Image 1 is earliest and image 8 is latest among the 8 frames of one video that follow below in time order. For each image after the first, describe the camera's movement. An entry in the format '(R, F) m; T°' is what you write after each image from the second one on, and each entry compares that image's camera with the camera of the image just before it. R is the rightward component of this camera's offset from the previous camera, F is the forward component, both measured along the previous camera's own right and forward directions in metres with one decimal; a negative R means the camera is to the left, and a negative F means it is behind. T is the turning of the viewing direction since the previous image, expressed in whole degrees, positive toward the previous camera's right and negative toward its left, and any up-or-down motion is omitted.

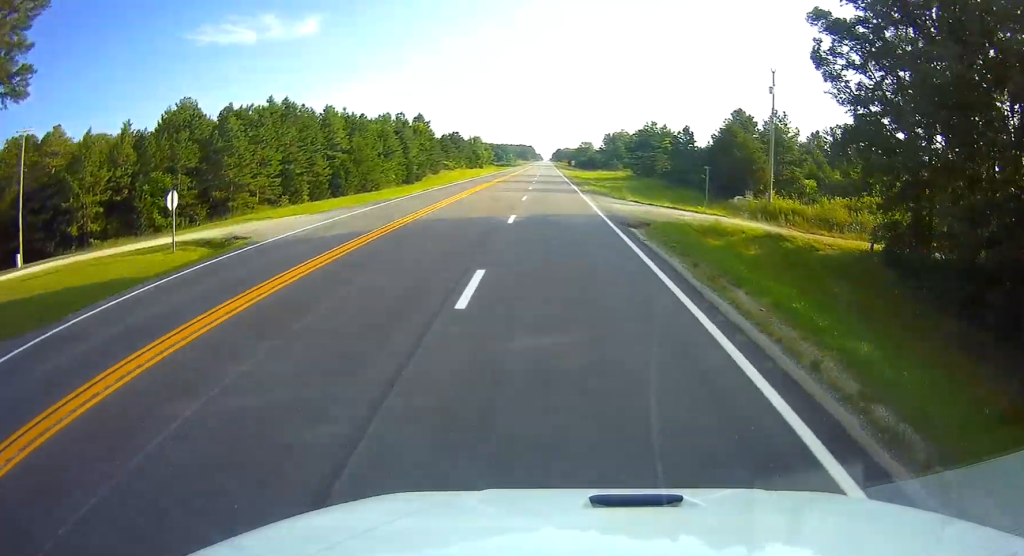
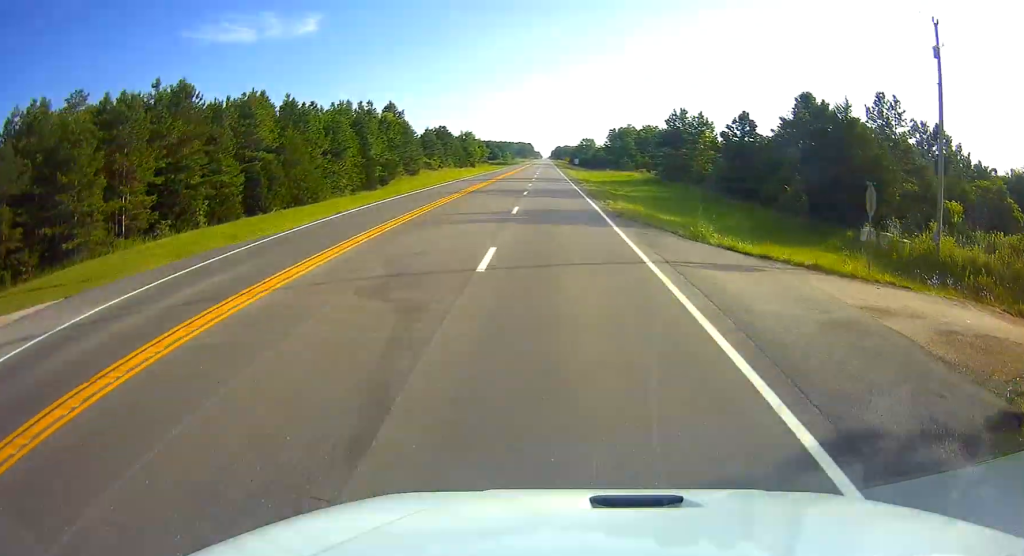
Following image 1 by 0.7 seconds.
(0.0, +21.6) m; 0°
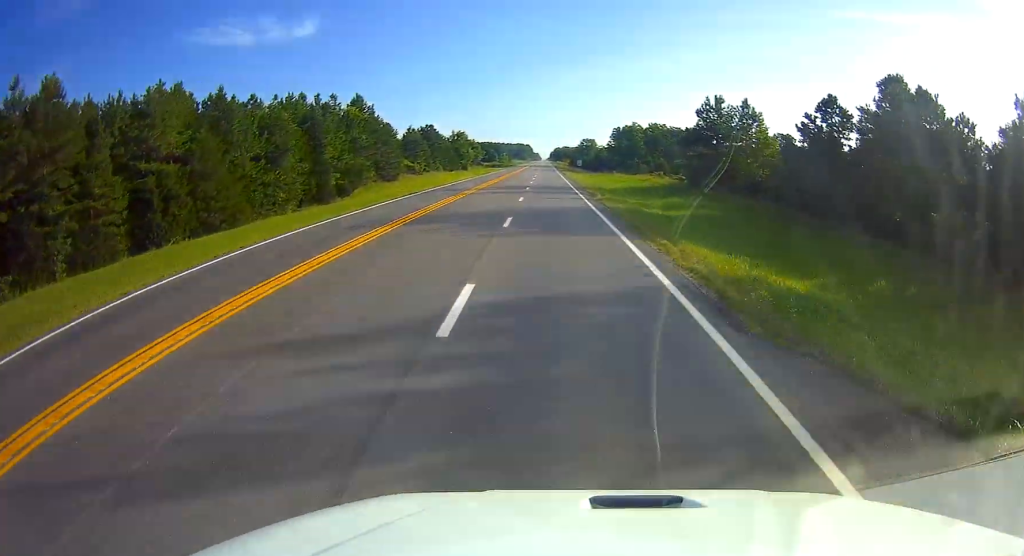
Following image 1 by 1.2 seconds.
(0.0, +16.4) m; 0°
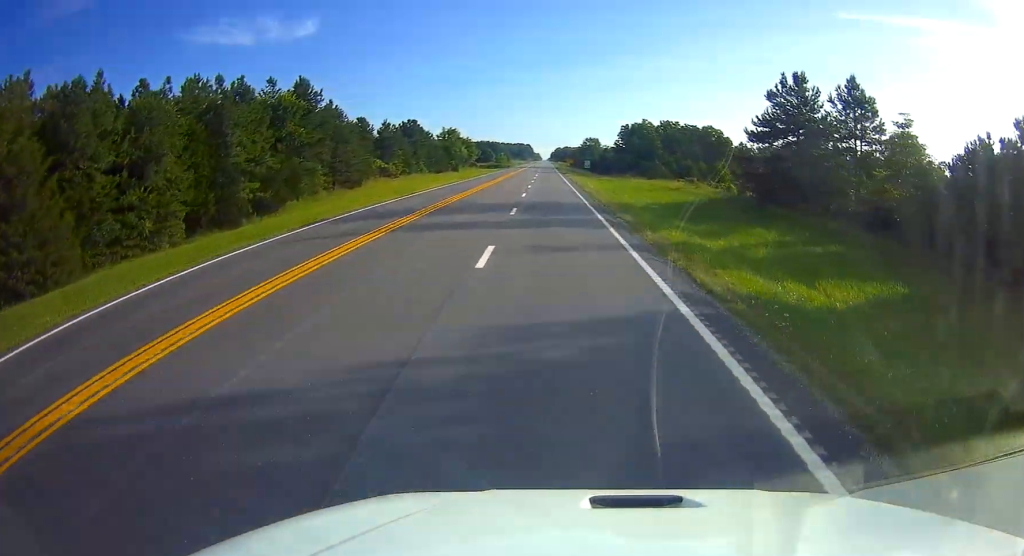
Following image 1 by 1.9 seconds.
(0.0, +19.5) m; 0°
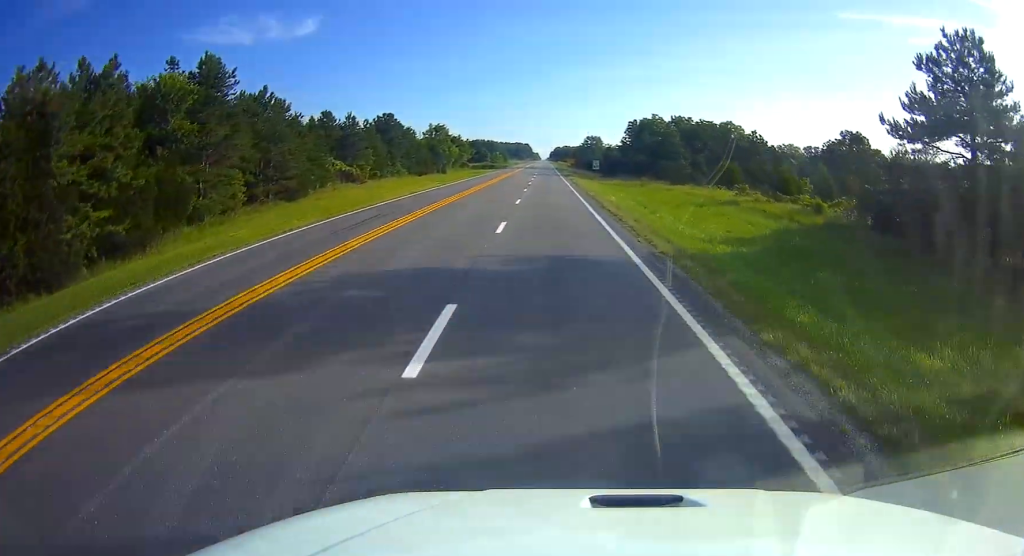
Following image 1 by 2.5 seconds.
(0.0, +18.4) m; 0°
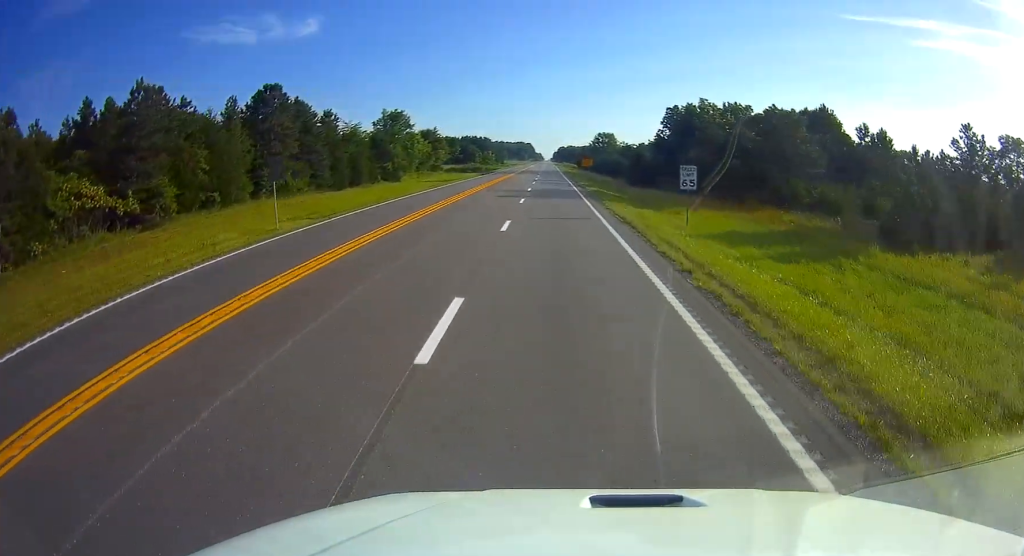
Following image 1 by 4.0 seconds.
(+0.1, +48.0) m; 0°
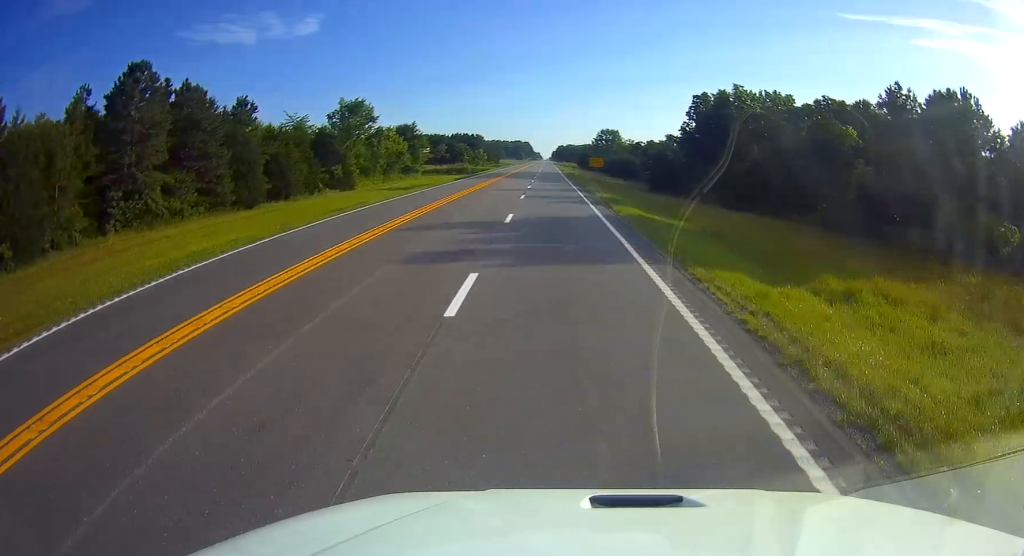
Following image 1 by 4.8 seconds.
(-0.1, +22.6) m; 0°
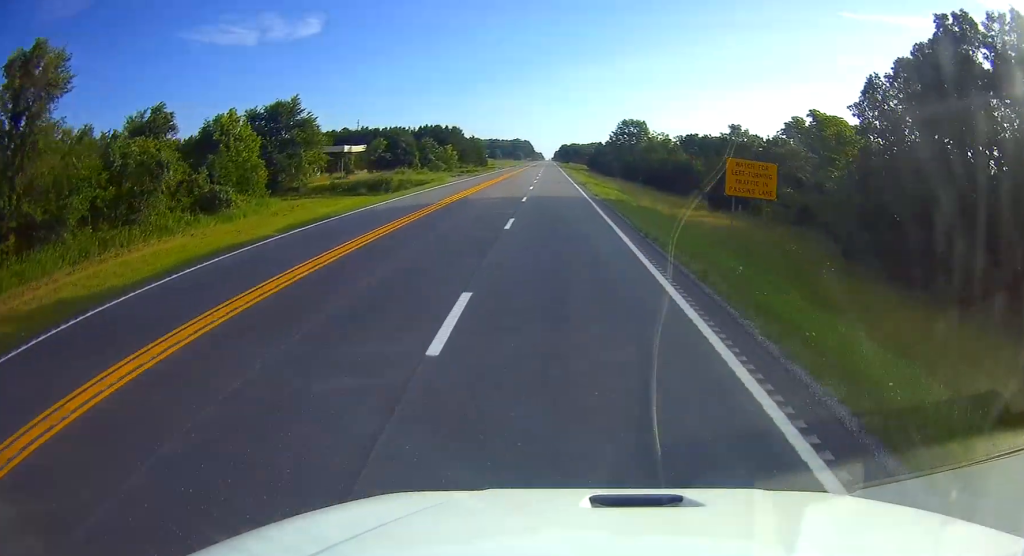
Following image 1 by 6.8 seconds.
(0.0, +62.5) m; 0°
